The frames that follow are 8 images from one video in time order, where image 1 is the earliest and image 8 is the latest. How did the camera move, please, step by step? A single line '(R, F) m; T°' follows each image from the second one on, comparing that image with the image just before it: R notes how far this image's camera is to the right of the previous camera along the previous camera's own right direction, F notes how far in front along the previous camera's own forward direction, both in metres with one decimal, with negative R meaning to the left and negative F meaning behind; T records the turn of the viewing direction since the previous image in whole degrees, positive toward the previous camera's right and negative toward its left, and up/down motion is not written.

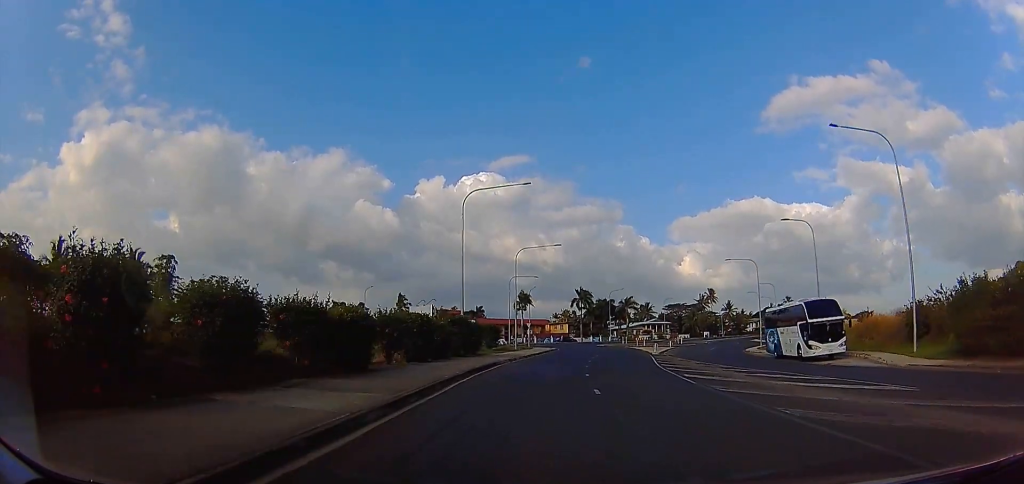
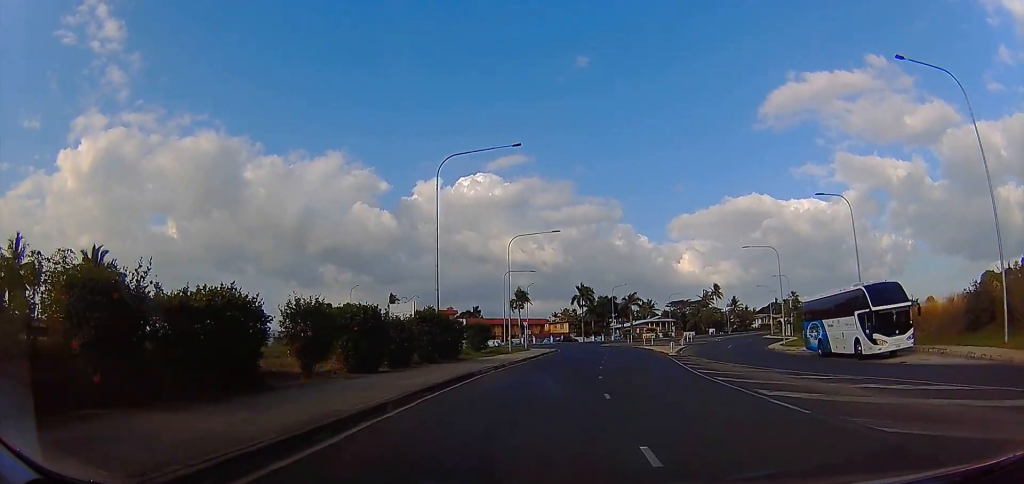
(-0.4, +7.1) m; 0°
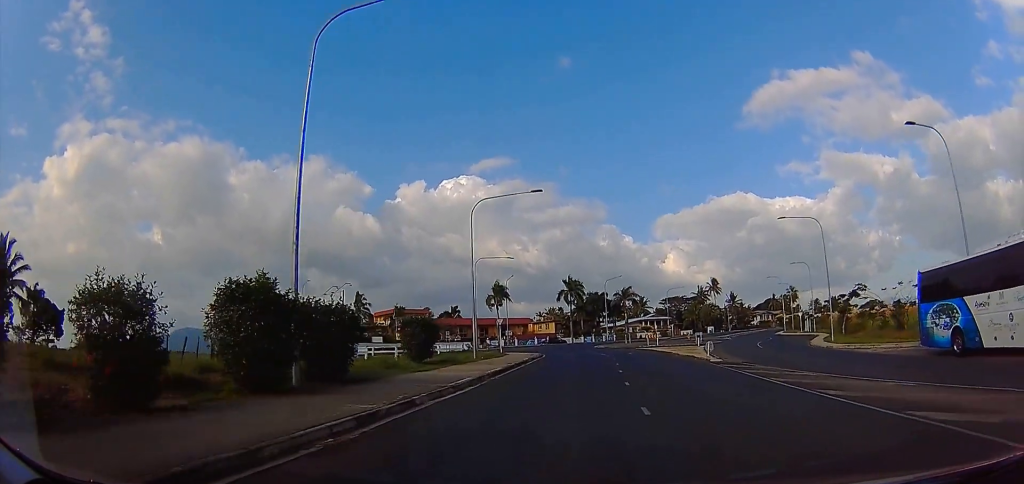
(+0.5, +14.0) m; +7°
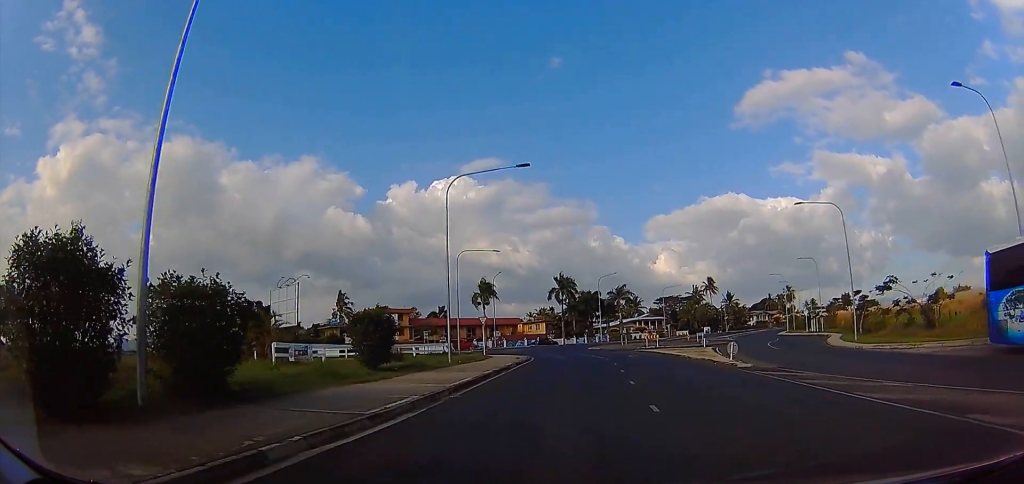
(+0.3, +5.2) m; -2°
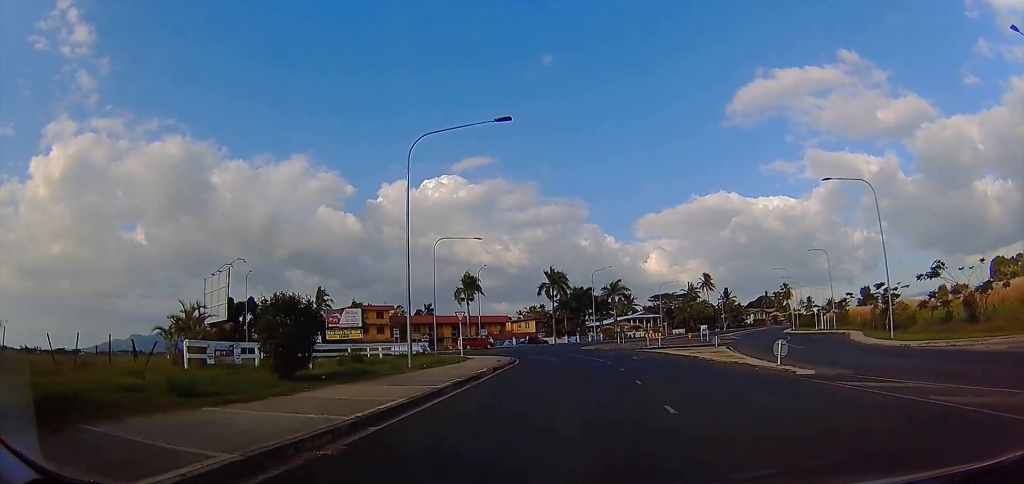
(+0.4, +6.2) m; -2°
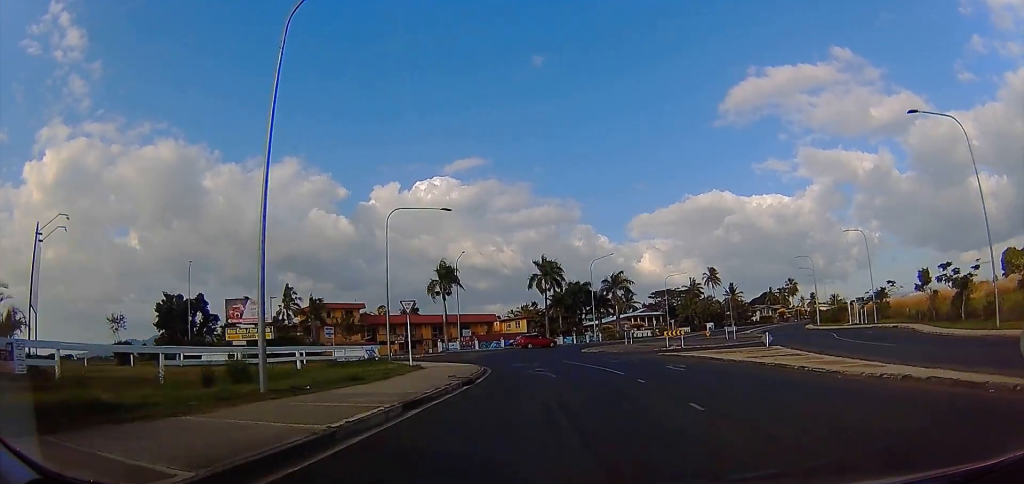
(-1.0, +11.6) m; 0°
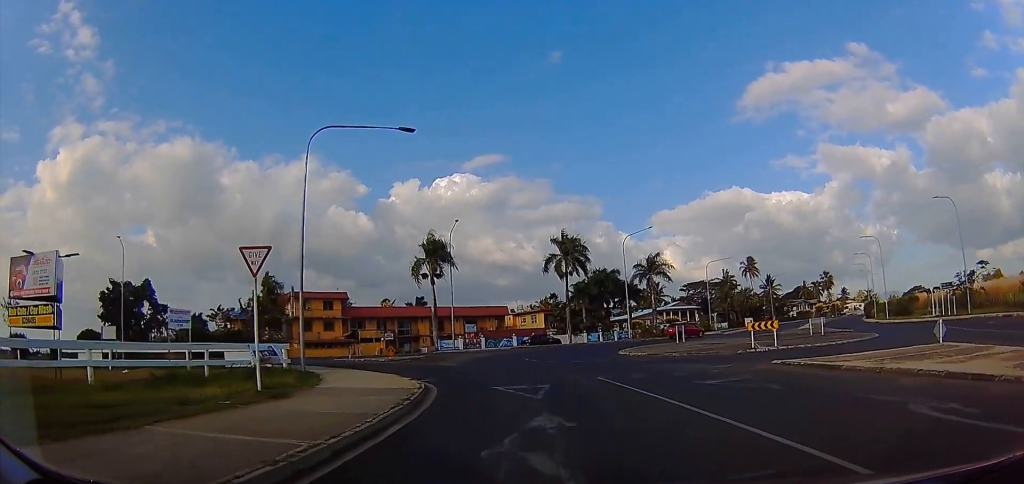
(+0.1, +15.3) m; 0°
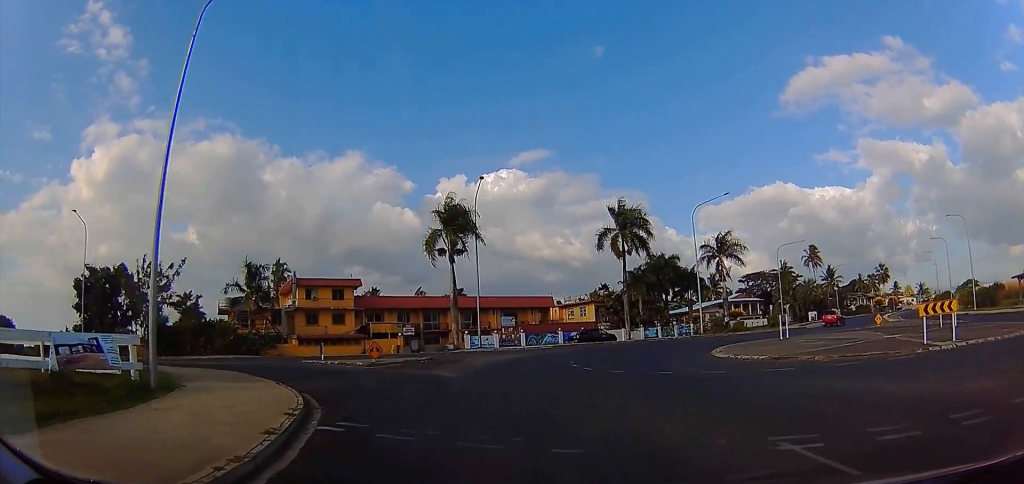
(+0.8, +12.3) m; -6°
